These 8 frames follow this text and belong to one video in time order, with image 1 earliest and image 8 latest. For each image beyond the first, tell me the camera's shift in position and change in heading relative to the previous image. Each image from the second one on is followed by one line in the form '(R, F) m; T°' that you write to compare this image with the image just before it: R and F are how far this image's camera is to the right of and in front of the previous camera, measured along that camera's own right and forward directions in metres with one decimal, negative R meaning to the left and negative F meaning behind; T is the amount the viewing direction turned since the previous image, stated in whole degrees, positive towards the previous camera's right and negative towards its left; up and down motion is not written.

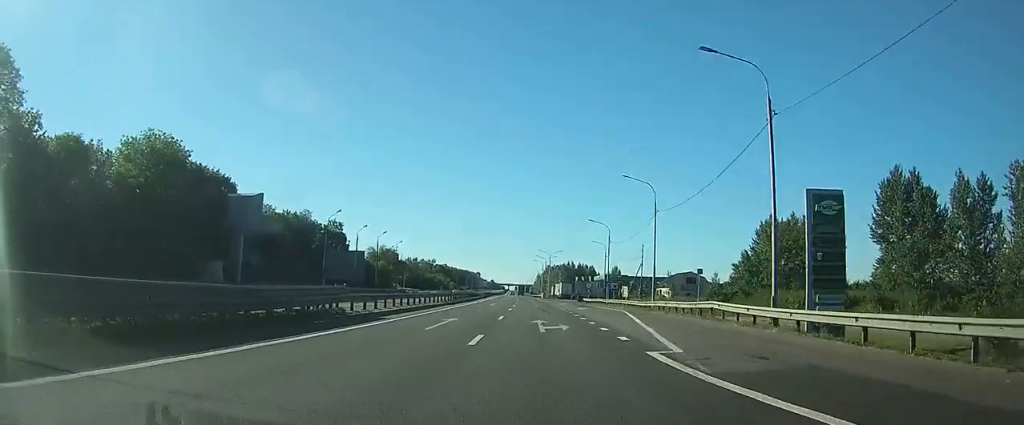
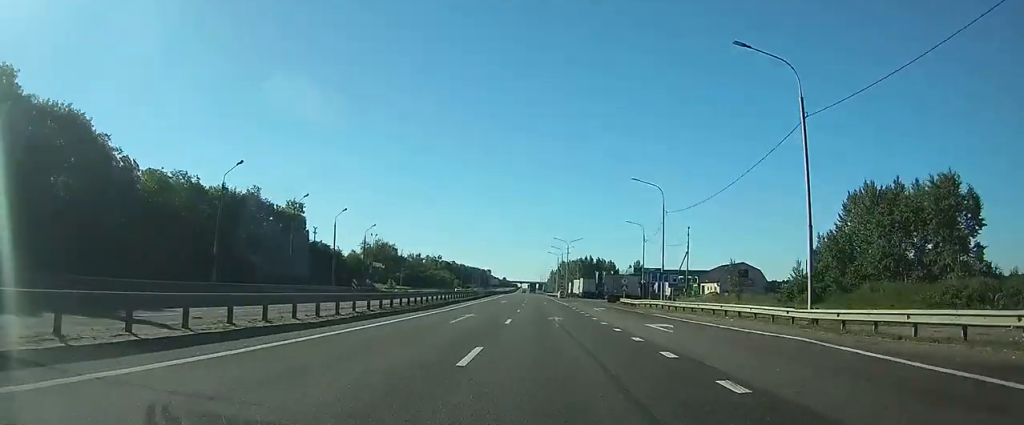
(-0.4, +27.6) m; -1°
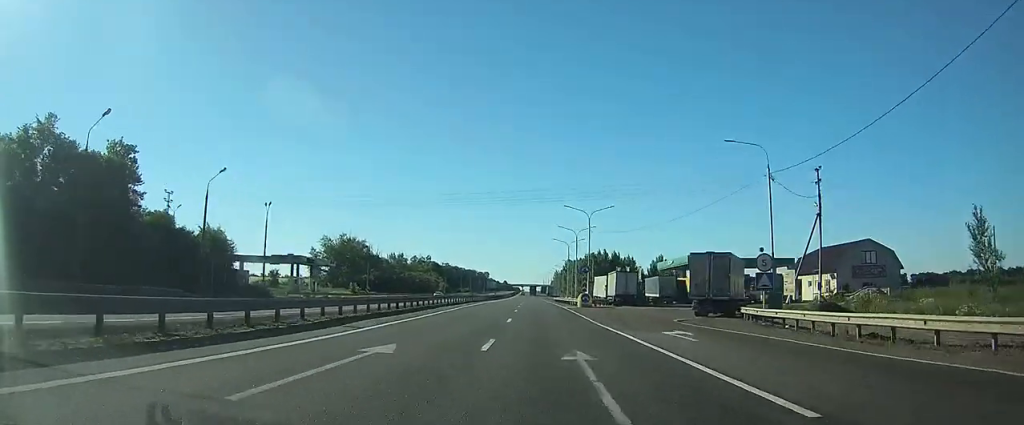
(-0.8, +44.6) m; -2°
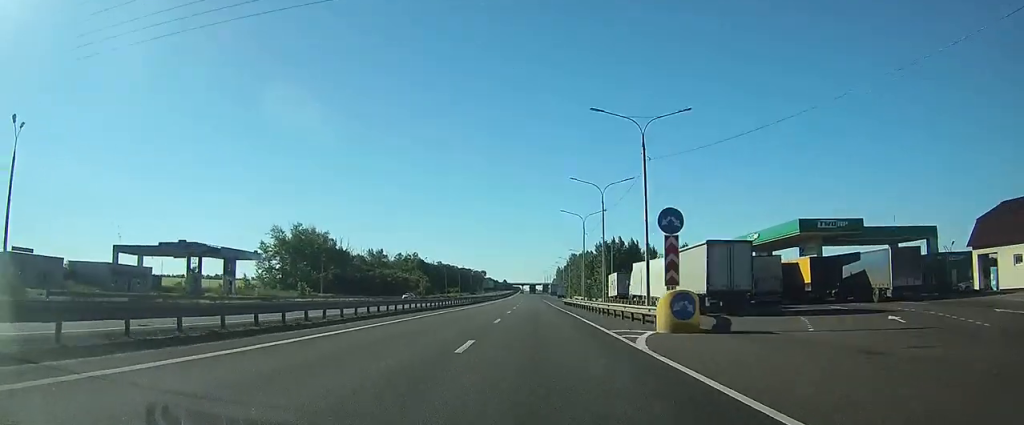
(+0.1, +36.3) m; 0°
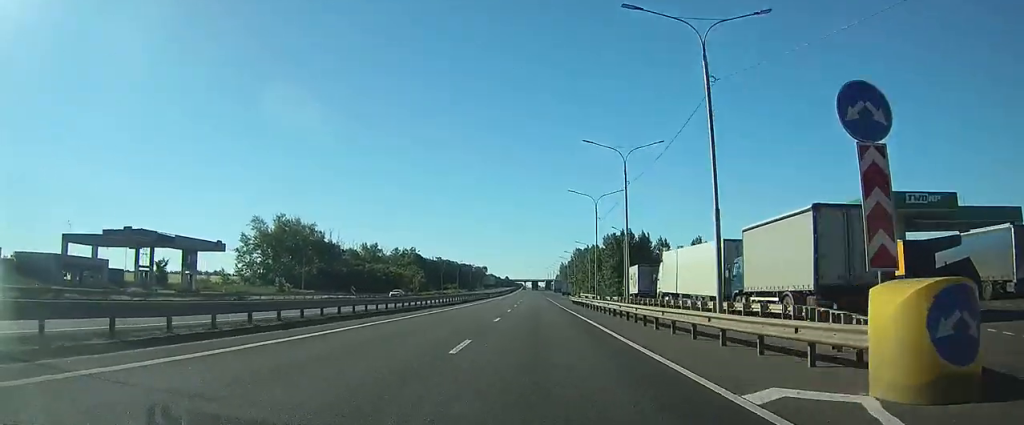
(0.0, +12.3) m; 0°
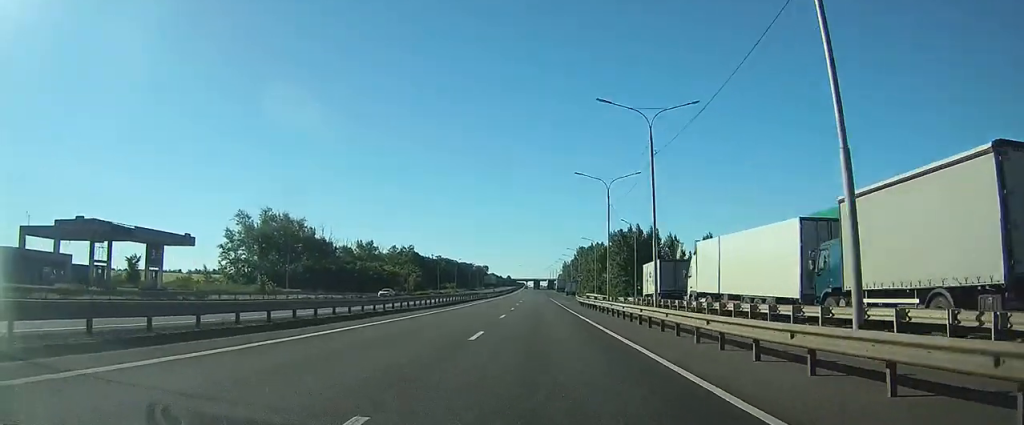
(0.0, +8.7) m; 0°
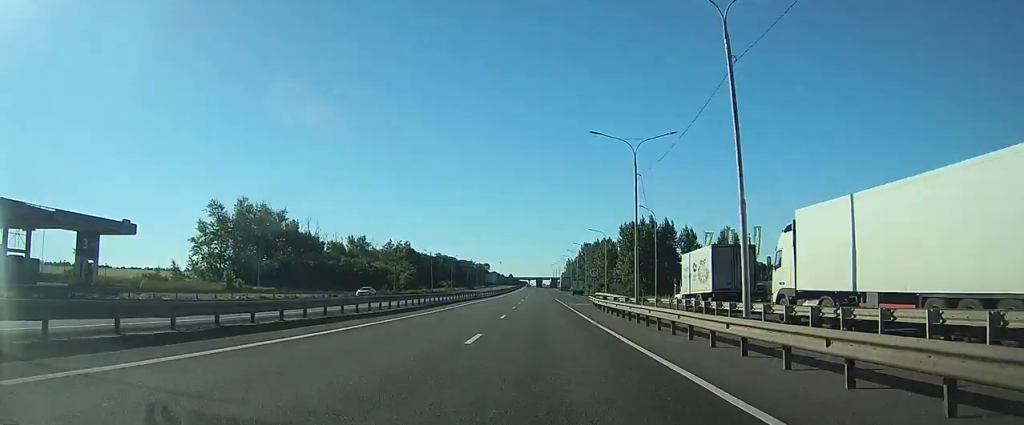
(0.0, +13.1) m; 0°
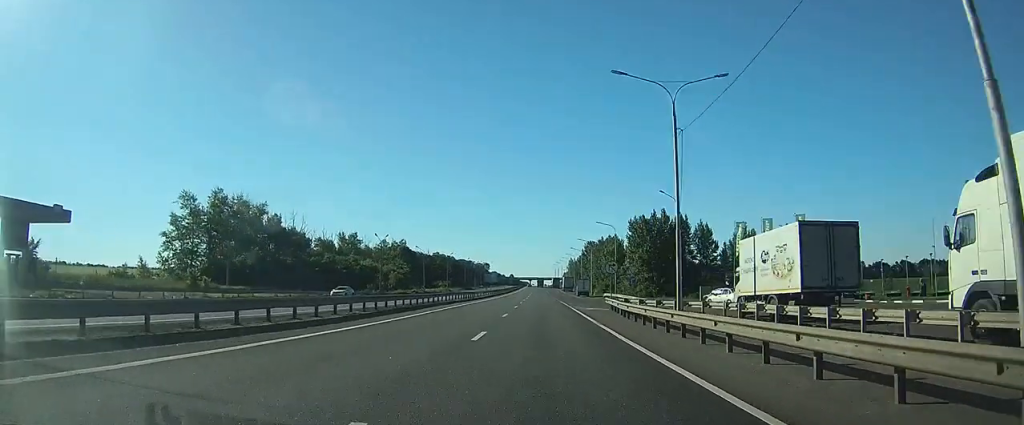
(0.0, +11.0) m; 0°
